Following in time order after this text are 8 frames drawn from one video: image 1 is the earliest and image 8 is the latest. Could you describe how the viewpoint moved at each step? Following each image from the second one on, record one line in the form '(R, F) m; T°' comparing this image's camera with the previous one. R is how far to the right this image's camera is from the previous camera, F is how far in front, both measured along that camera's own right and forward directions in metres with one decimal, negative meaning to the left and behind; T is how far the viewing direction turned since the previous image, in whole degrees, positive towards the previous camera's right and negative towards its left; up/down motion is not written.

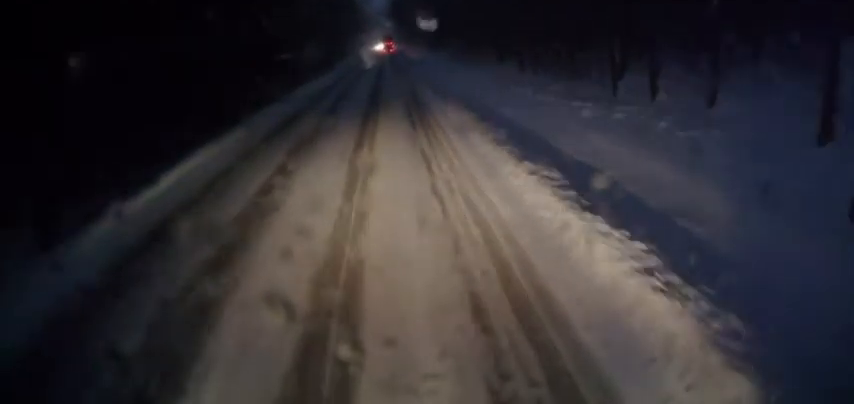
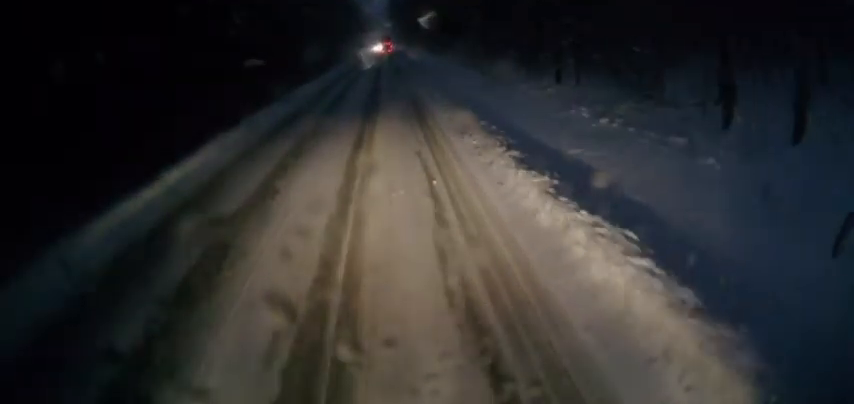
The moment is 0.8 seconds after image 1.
(+0.1, +6.8) m; 0°
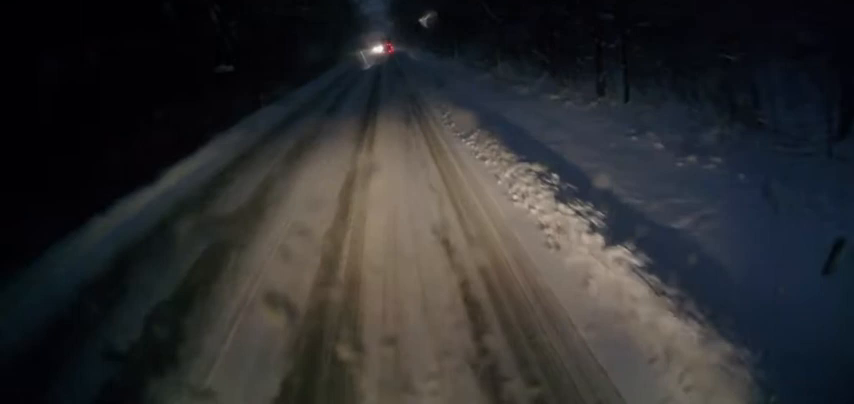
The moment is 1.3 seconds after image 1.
(+0.2, +5.0) m; 0°
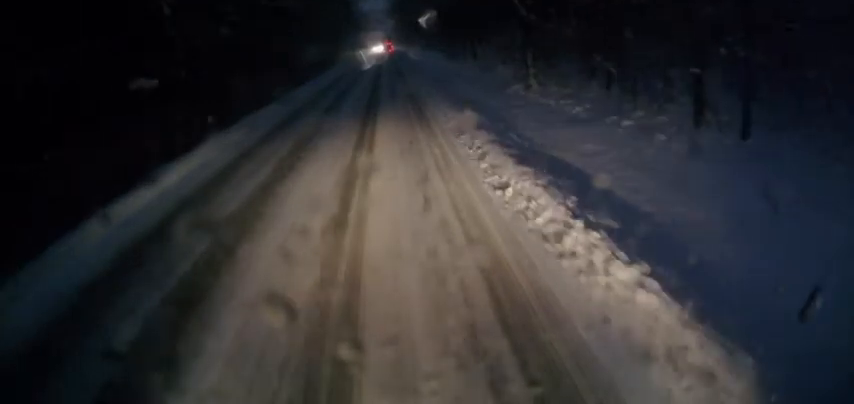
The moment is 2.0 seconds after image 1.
(-0.4, +6.4) m; 0°
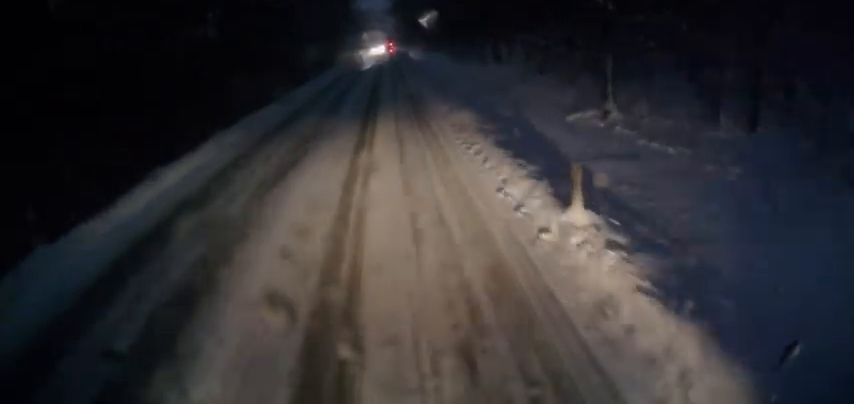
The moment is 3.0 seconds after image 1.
(+0.2, +8.8) m; 0°
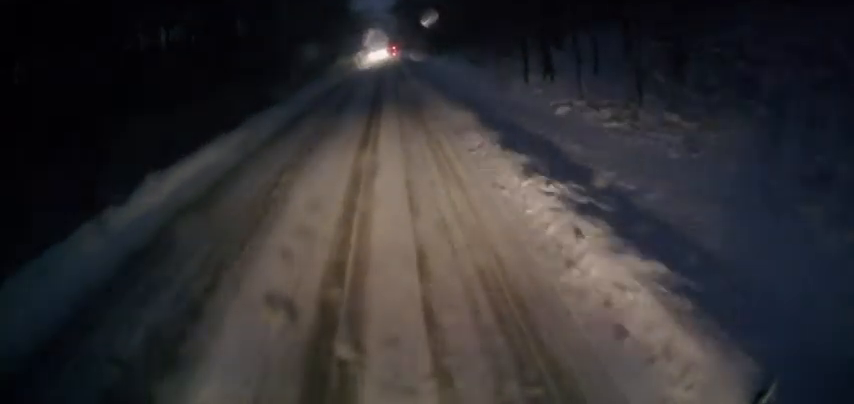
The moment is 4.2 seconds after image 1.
(-0.3, +10.8) m; +3°
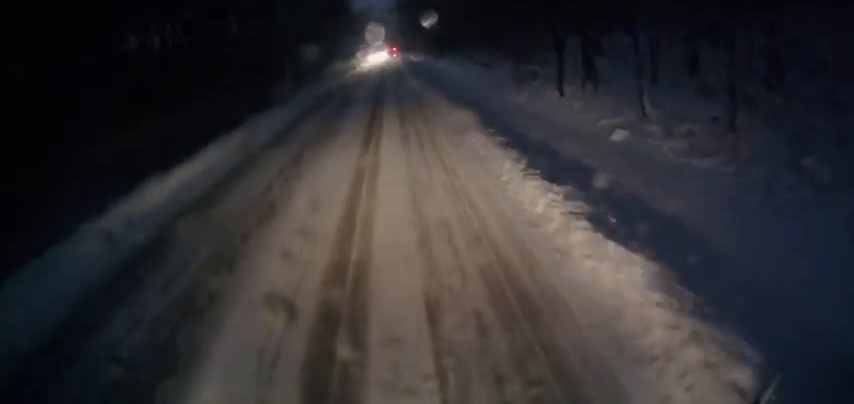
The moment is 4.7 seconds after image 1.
(+0.3, +5.0) m; +2°
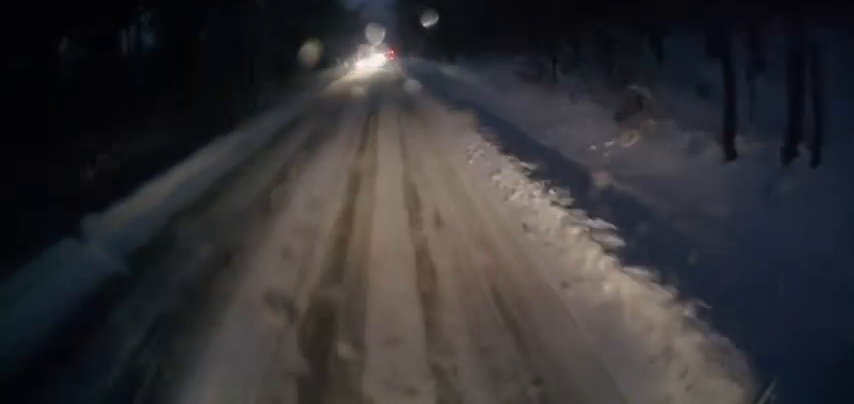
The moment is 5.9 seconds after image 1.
(+0.4, +11.6) m; 0°
